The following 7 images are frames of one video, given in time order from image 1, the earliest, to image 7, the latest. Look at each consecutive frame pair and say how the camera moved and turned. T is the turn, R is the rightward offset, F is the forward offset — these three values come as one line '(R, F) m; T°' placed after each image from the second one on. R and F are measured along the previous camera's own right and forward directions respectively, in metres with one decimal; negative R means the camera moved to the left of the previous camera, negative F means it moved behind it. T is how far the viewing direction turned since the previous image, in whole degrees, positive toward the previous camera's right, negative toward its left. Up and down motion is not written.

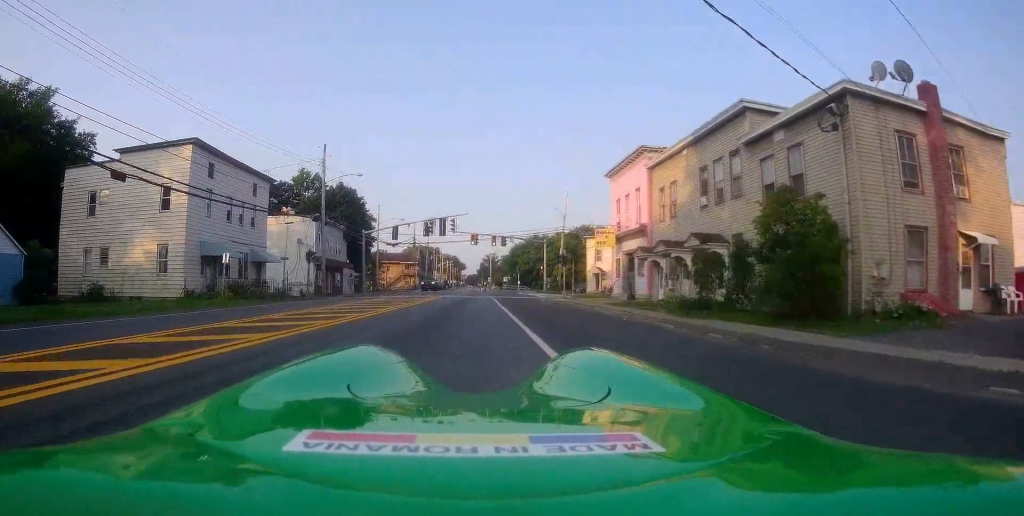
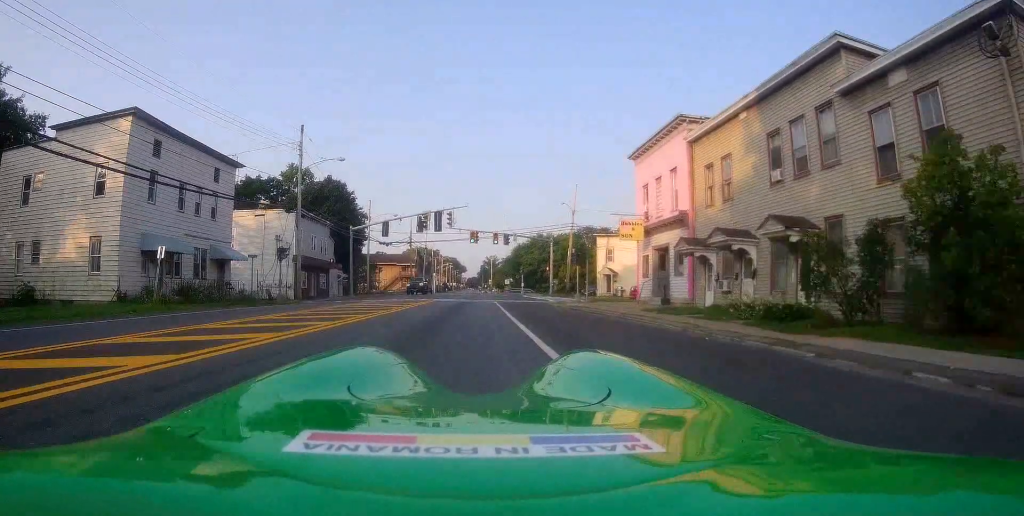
(-0.2, +6.2) m; +2°
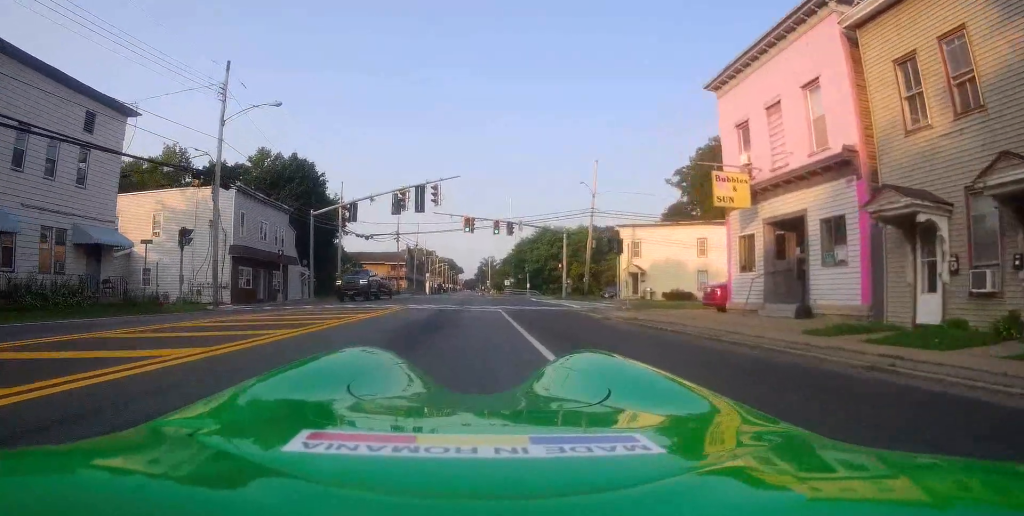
(+0.6, +12.4) m; +3°
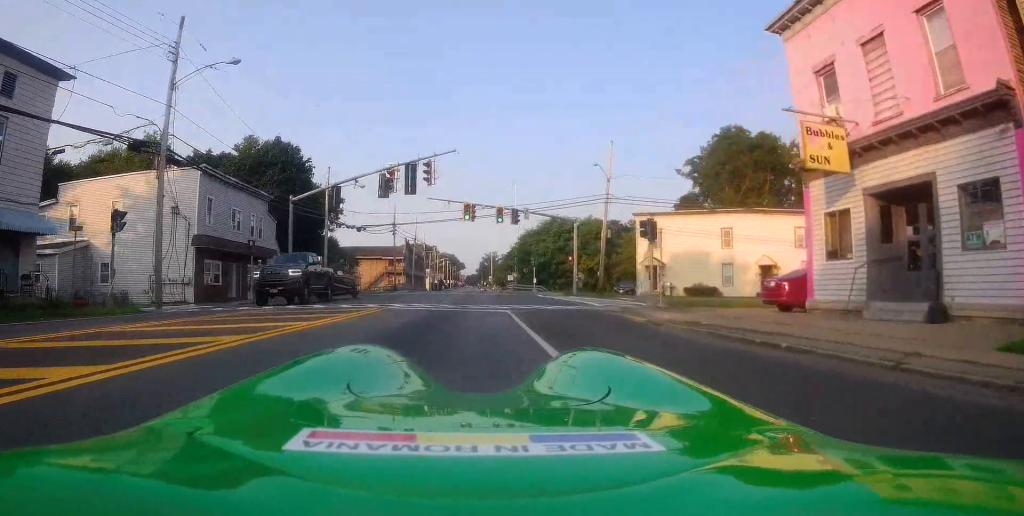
(-0.1, +5.5) m; -1°
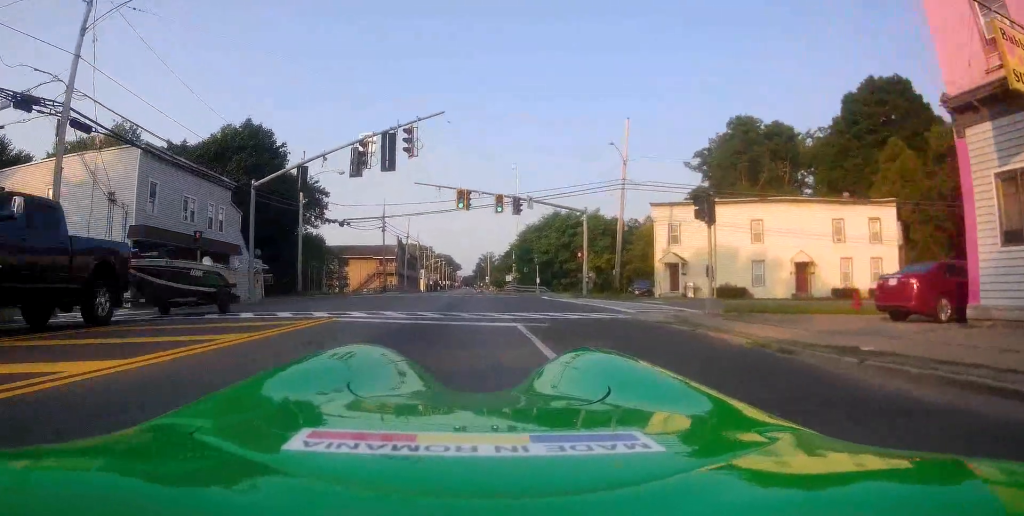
(-0.1, +6.3) m; 0°
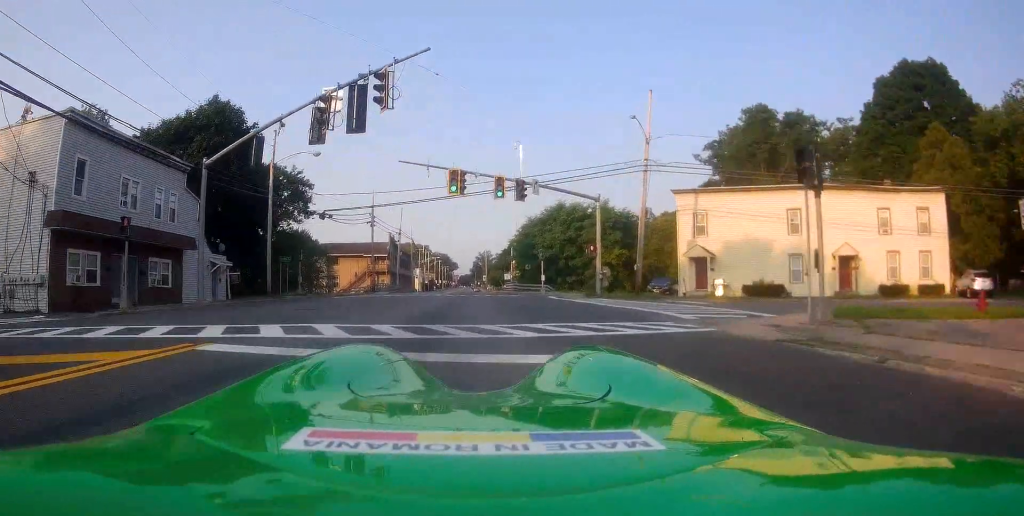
(-0.1, +5.9) m; +1°
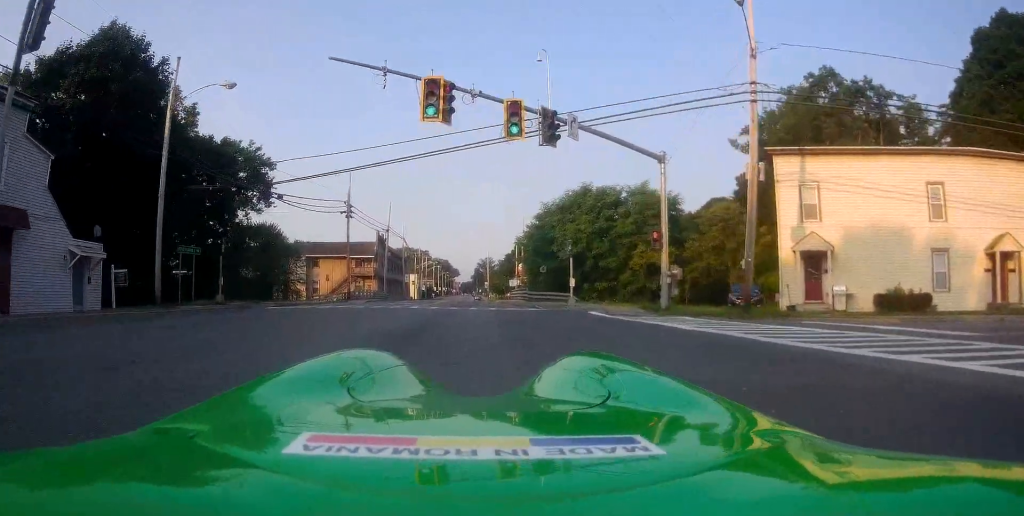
(+0.3, +13.7) m; 0°
